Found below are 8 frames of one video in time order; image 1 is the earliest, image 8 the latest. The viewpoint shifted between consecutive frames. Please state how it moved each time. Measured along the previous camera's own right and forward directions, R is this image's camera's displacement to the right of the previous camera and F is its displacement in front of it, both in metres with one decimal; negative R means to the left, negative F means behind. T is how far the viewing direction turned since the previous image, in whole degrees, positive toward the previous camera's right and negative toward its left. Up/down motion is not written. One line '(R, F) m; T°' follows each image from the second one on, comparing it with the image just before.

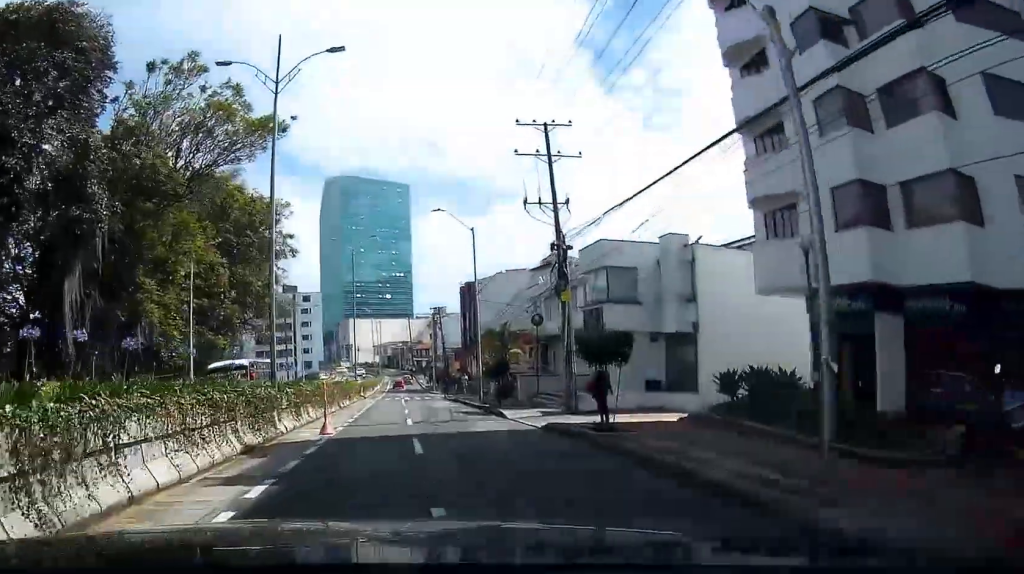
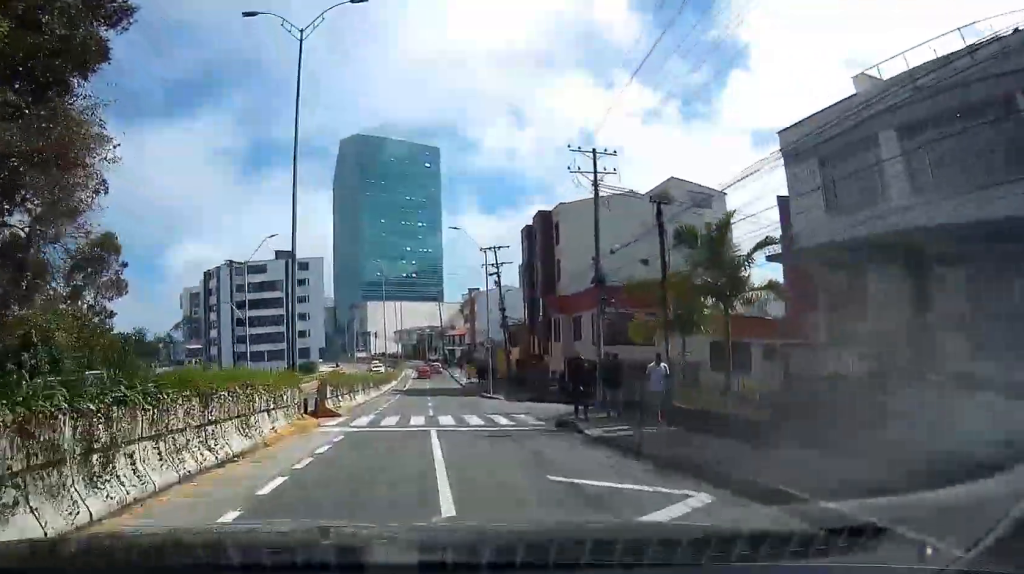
(-1.7, +33.9) m; -3°
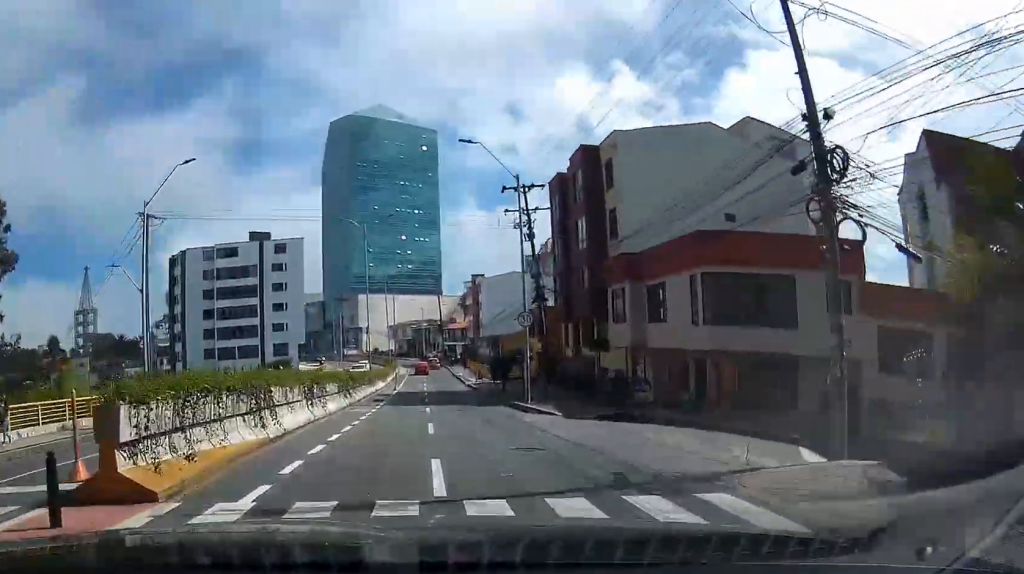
(-0.1, +15.1) m; -2°
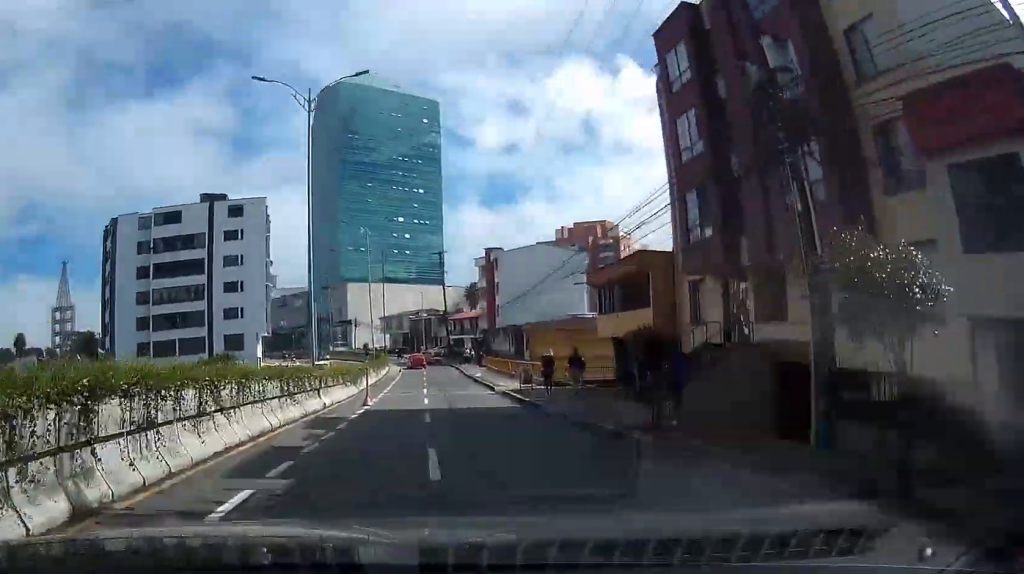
(-0.7, +22.7) m; -2°
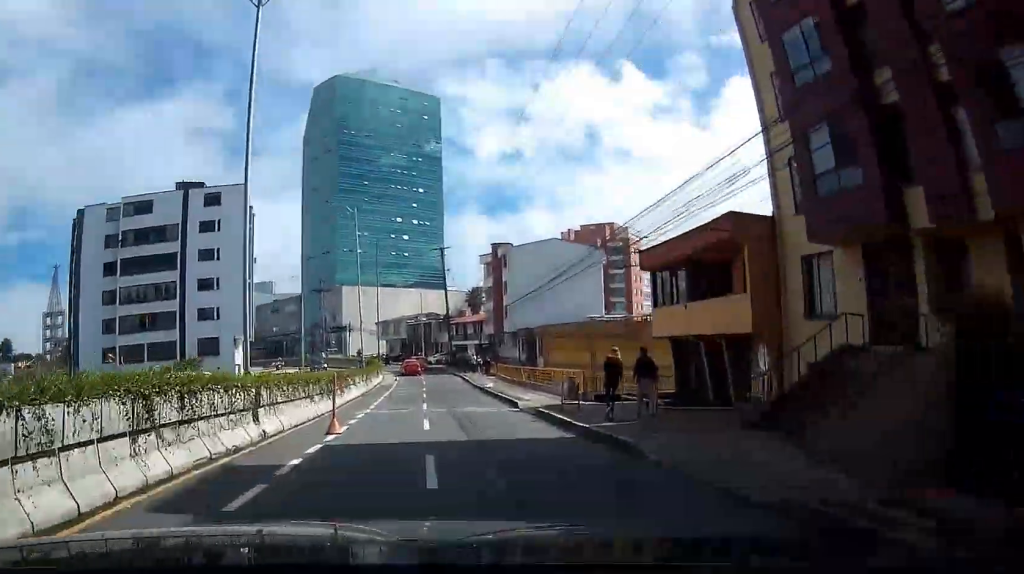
(0.0, +8.2) m; 0°
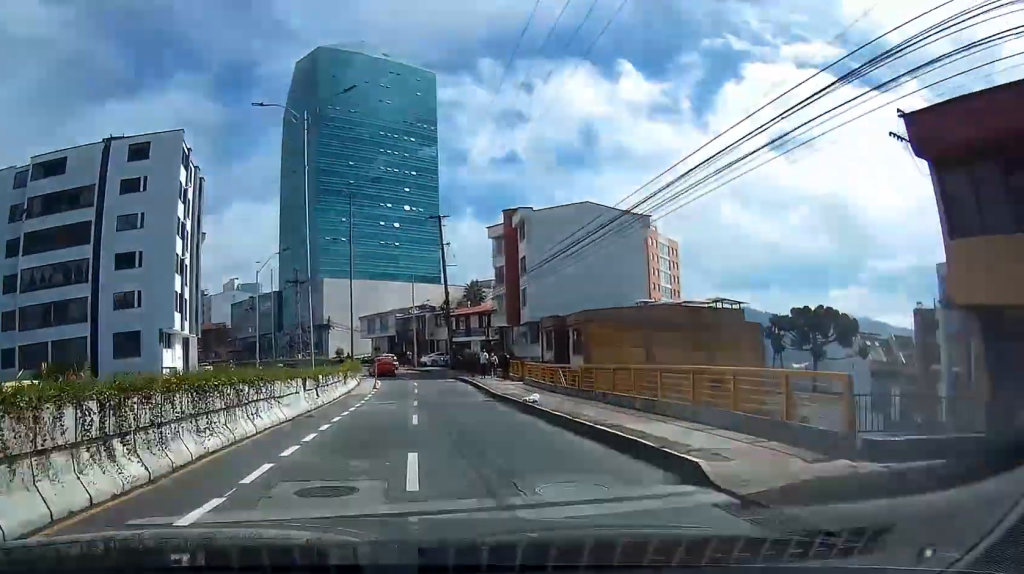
(+0.3, +16.6) m; +1°
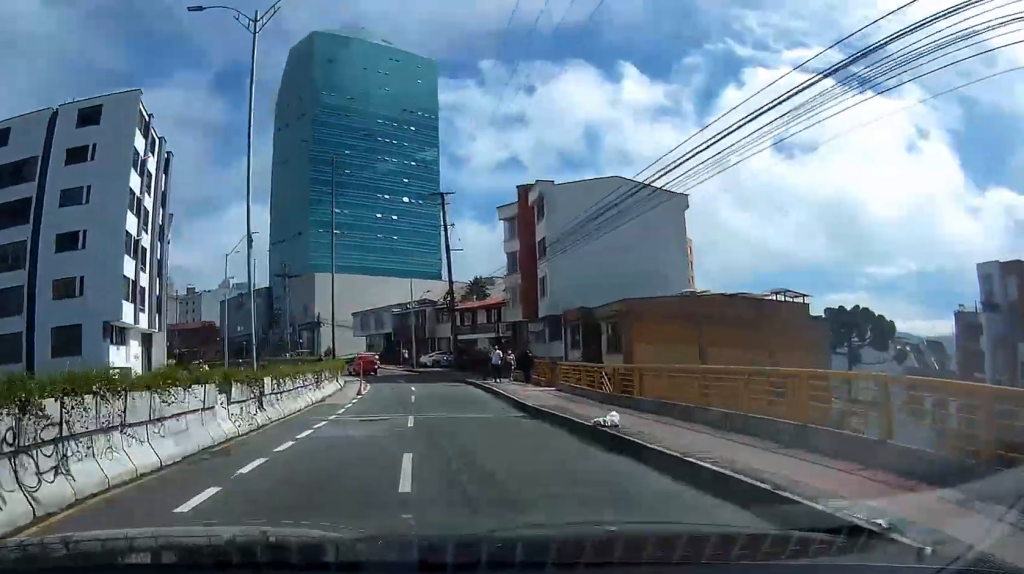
(0.0, +8.6) m; +1°
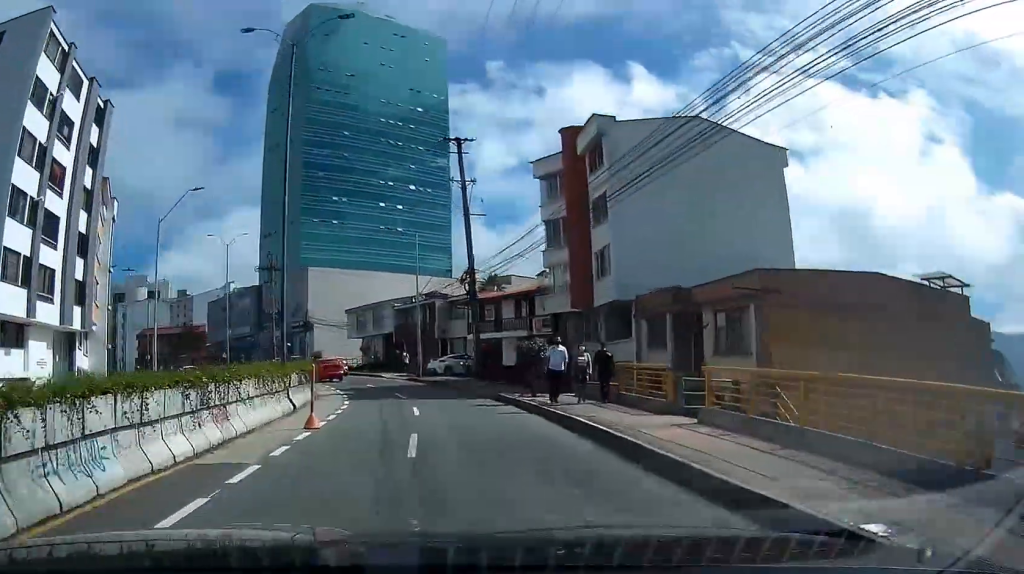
(+0.1, +13.5) m; -1°
